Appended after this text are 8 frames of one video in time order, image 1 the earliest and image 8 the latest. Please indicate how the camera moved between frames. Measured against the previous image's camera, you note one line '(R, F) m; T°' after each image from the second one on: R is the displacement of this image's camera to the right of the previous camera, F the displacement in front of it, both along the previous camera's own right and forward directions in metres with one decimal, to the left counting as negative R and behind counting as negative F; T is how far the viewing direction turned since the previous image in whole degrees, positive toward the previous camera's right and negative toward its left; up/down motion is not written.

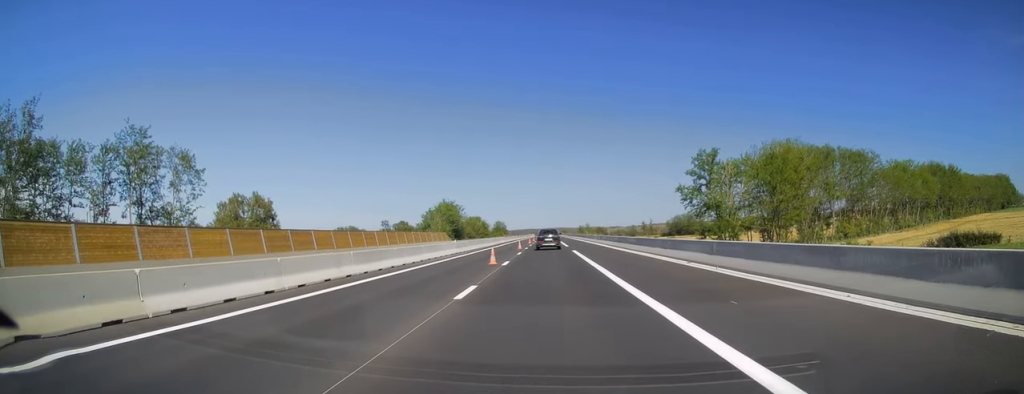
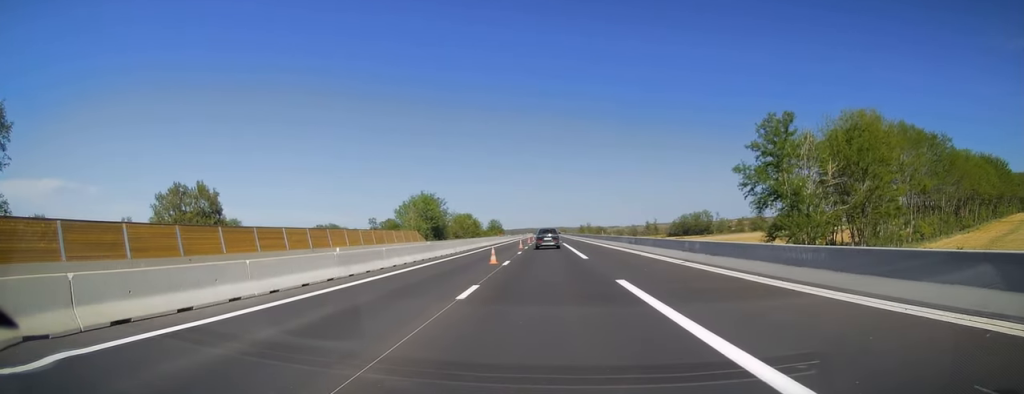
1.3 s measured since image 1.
(0.0, +25.9) m; 0°
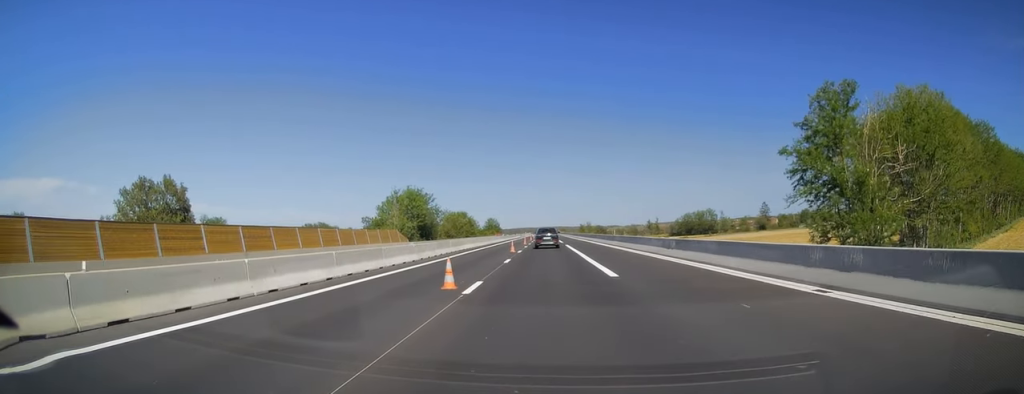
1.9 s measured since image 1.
(0.0, +12.1) m; 0°
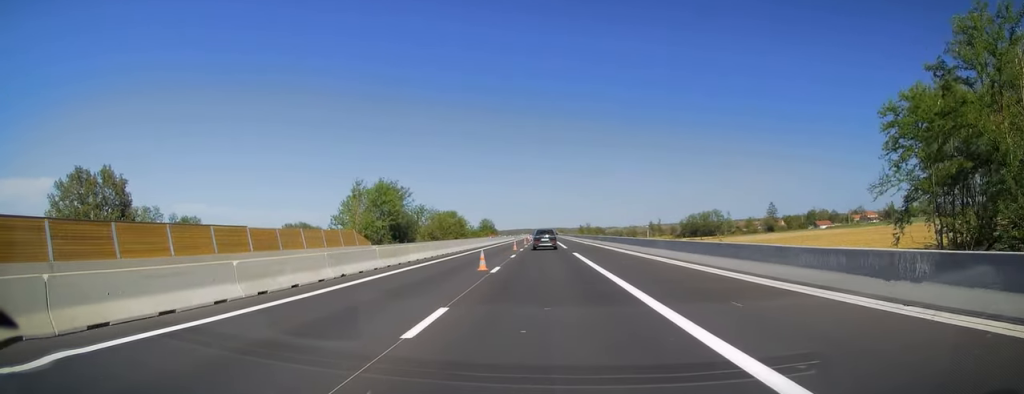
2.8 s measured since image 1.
(0.0, +18.5) m; 0°
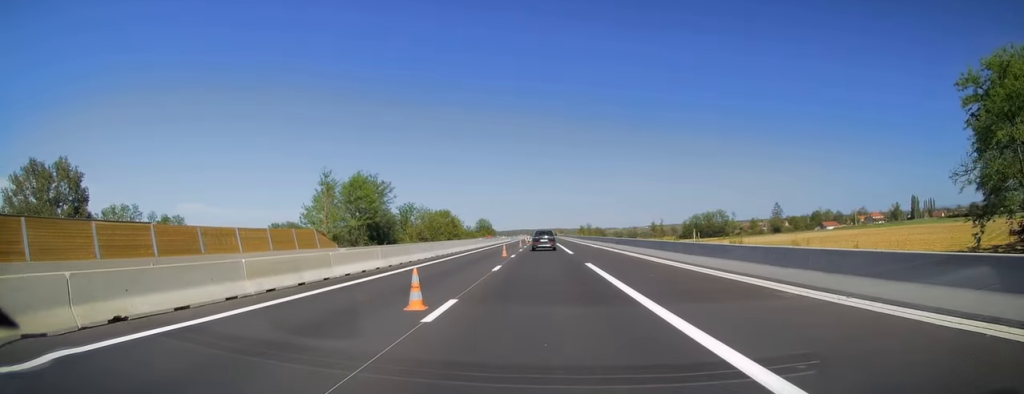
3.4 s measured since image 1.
(0.0, +11.5) m; 0°
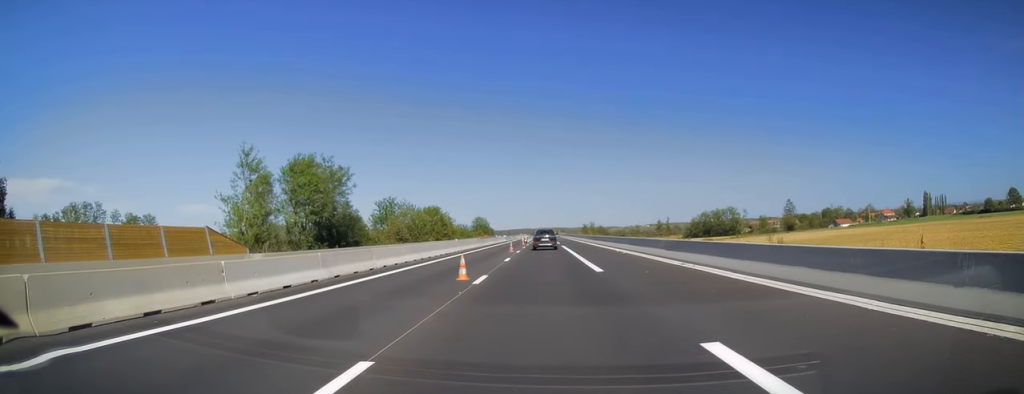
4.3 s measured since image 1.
(0.0, +19.0) m; 0°
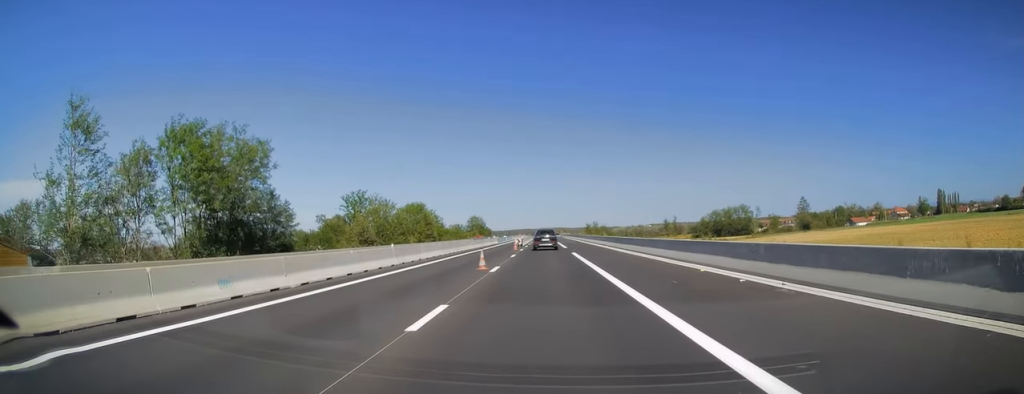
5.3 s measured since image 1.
(-0.1, +20.9) m; 0°
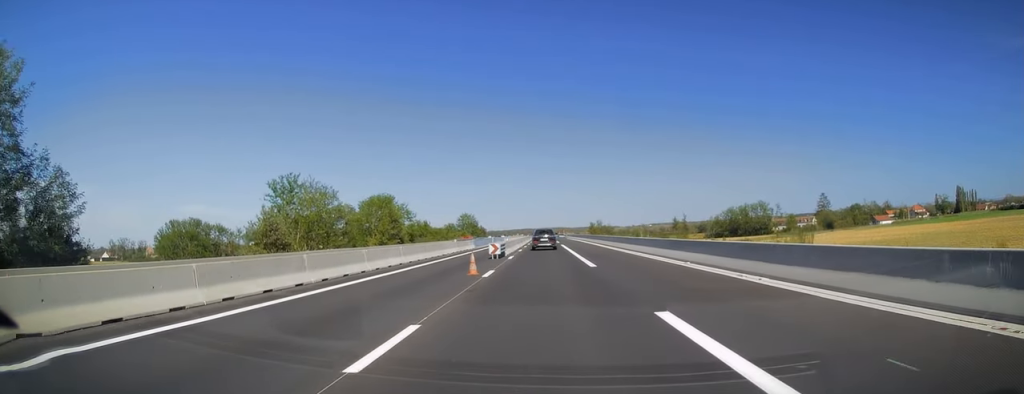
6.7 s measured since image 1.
(+0.1, +28.6) m; 0°
